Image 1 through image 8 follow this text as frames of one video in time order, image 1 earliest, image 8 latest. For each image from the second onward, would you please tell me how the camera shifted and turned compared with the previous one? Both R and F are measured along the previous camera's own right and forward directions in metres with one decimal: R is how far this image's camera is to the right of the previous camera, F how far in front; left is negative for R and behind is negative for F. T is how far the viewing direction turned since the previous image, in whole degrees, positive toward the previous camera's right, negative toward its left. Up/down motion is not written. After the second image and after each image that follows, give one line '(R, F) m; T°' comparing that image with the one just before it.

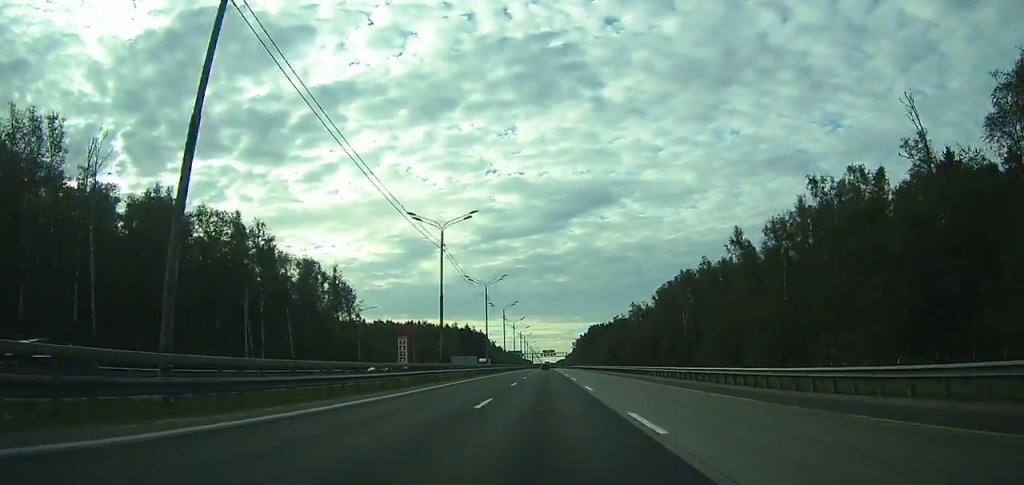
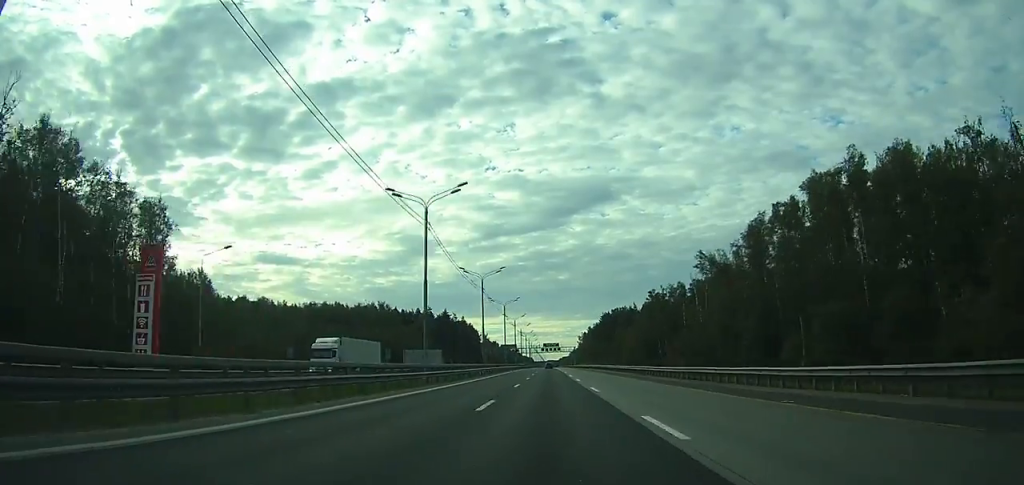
(-0.1, +77.9) m; 0°
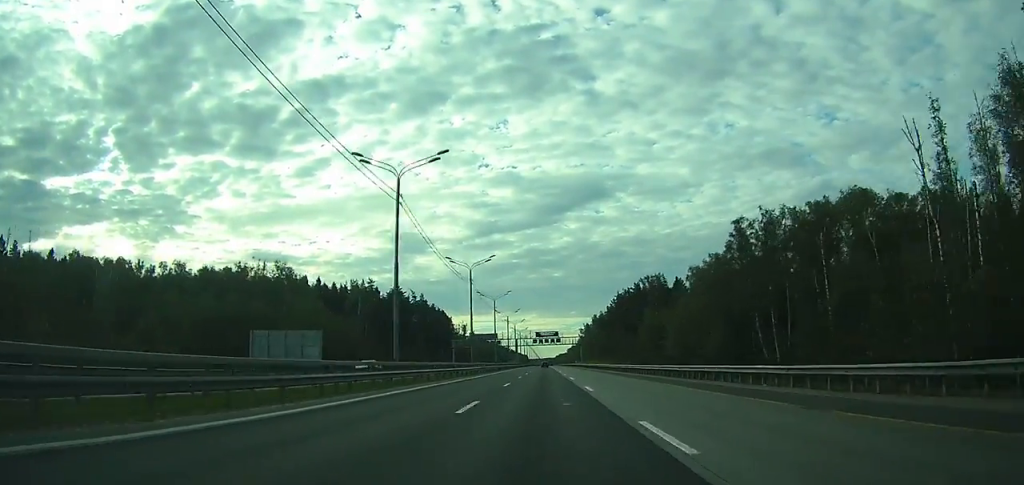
(+0.1, +84.6) m; 0°
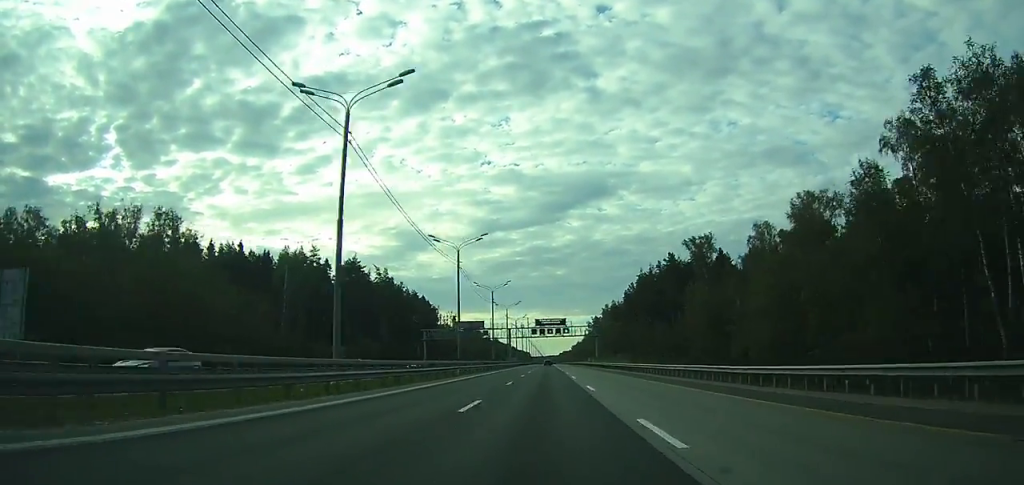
(0.0, +48.5) m; 0°
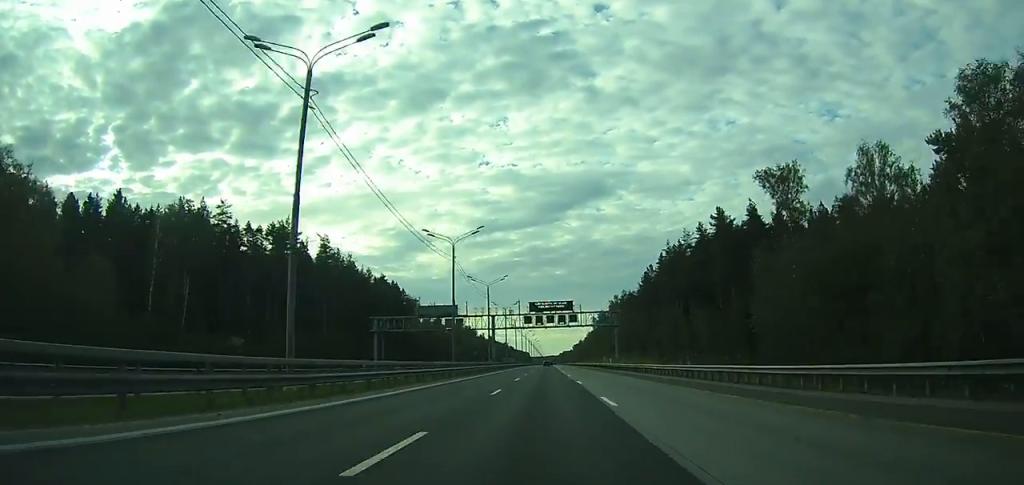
(0.0, +39.9) m; 0°
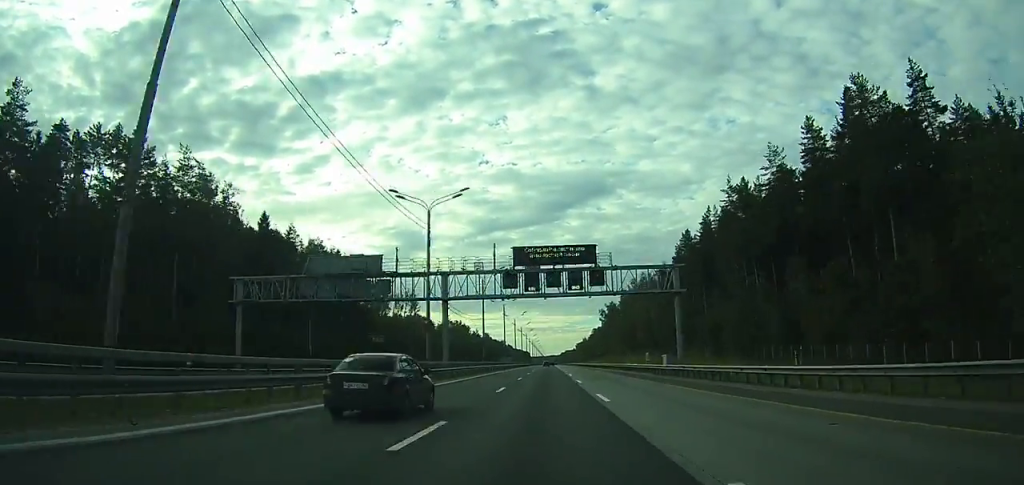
(0.0, +44.5) m; 0°
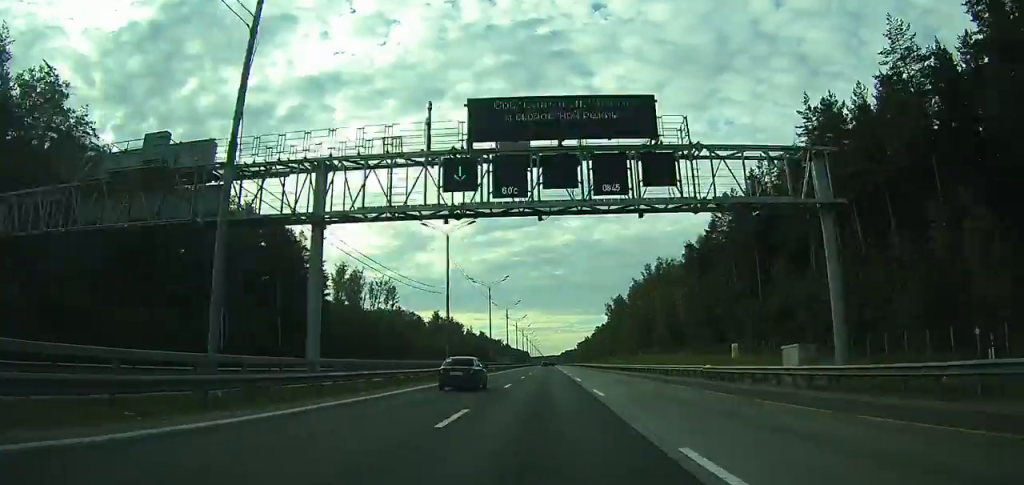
(0.0, +27.9) m; 0°
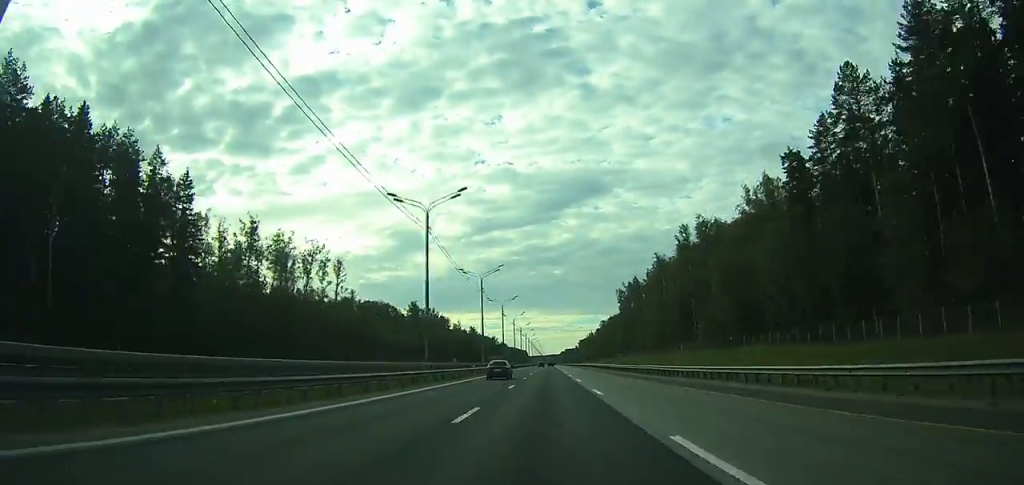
(0.0, +45.8) m; 0°
